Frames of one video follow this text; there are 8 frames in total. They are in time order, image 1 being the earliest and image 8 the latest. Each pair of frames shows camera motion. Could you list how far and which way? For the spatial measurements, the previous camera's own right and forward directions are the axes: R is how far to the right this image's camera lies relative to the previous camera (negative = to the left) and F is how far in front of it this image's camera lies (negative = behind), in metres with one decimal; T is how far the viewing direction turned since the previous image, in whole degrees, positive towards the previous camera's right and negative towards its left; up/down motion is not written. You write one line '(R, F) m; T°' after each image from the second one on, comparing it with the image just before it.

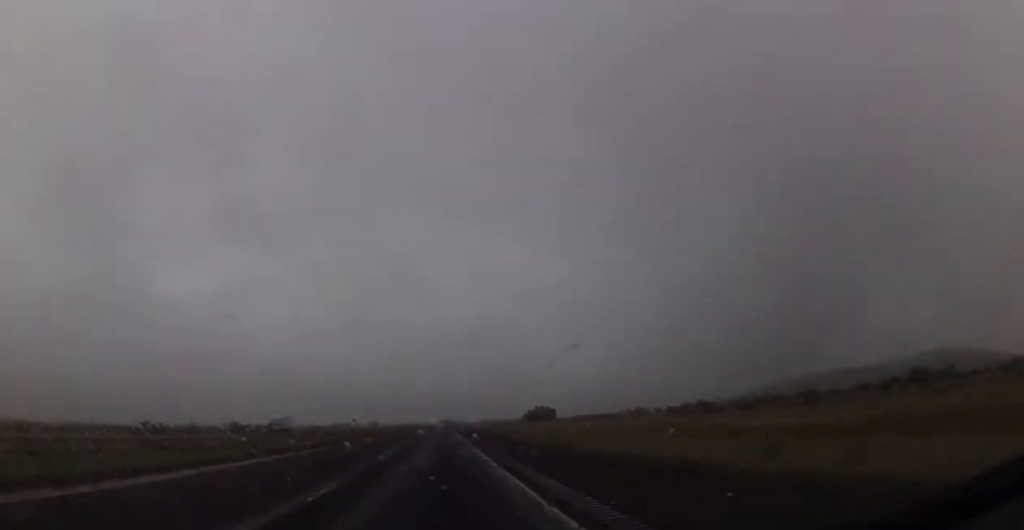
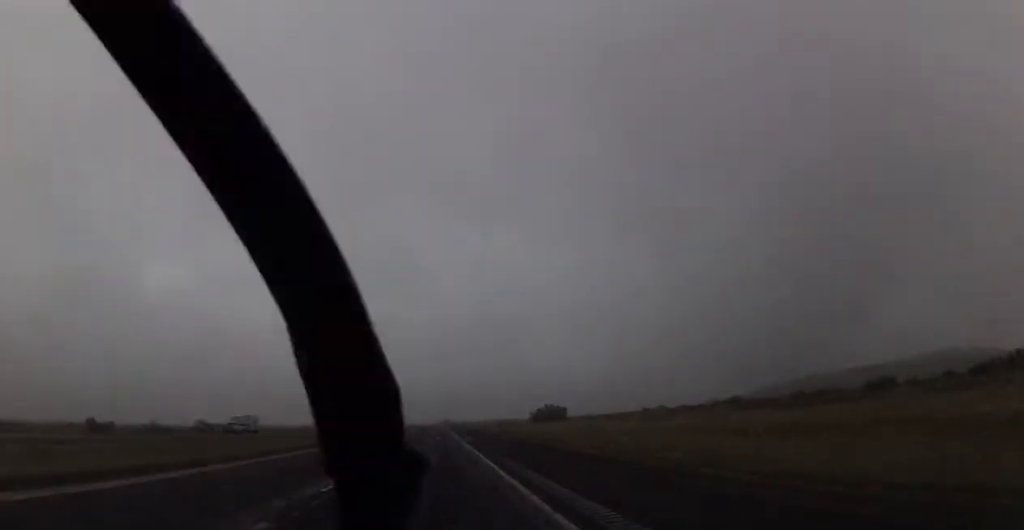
(+0.1, +23.0) m; 0°
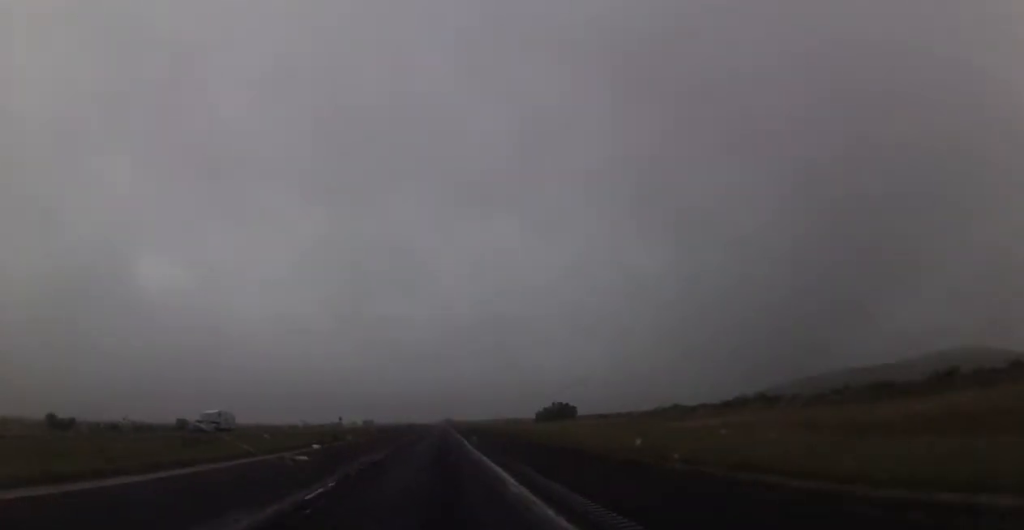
(0.0, +13.8) m; 0°
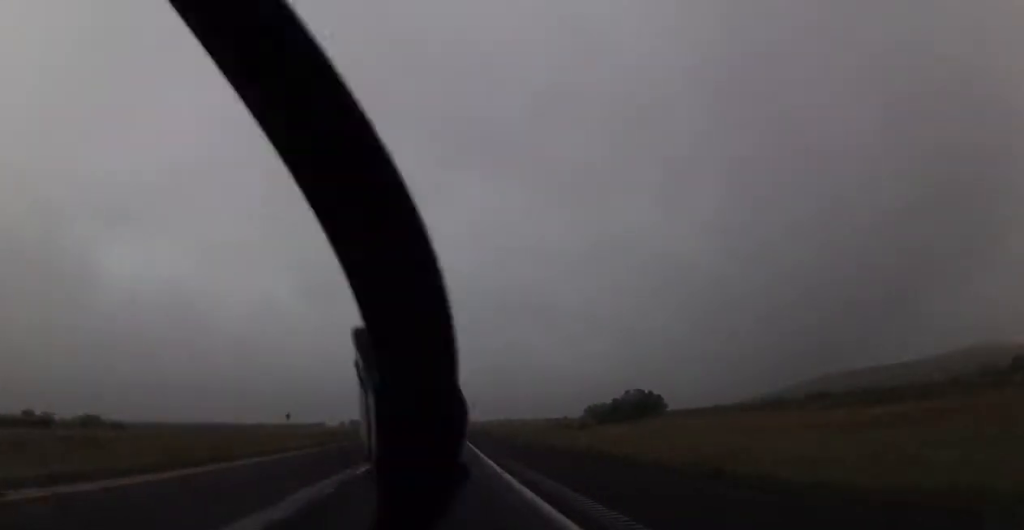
(+0.5, +80.5) m; +1°
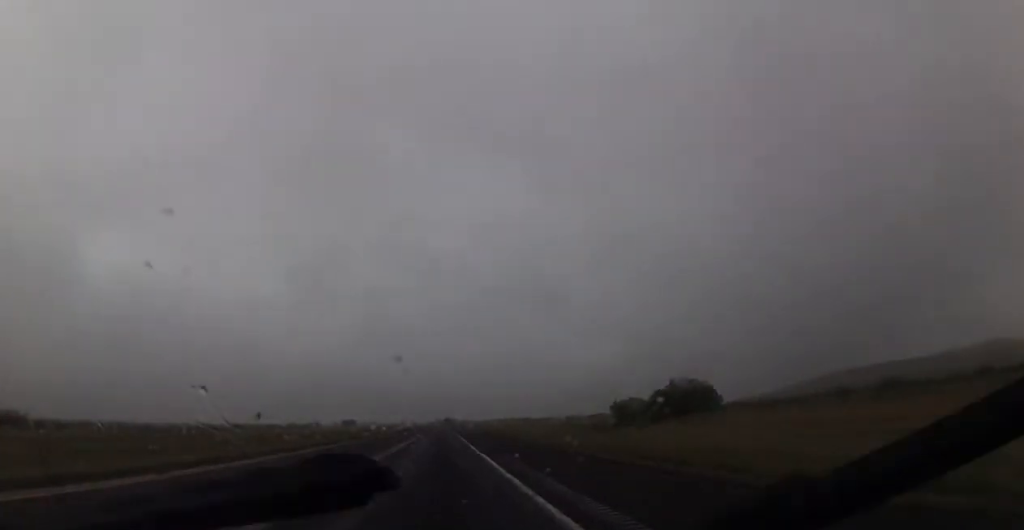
(-0.1, +25.2) m; 0°
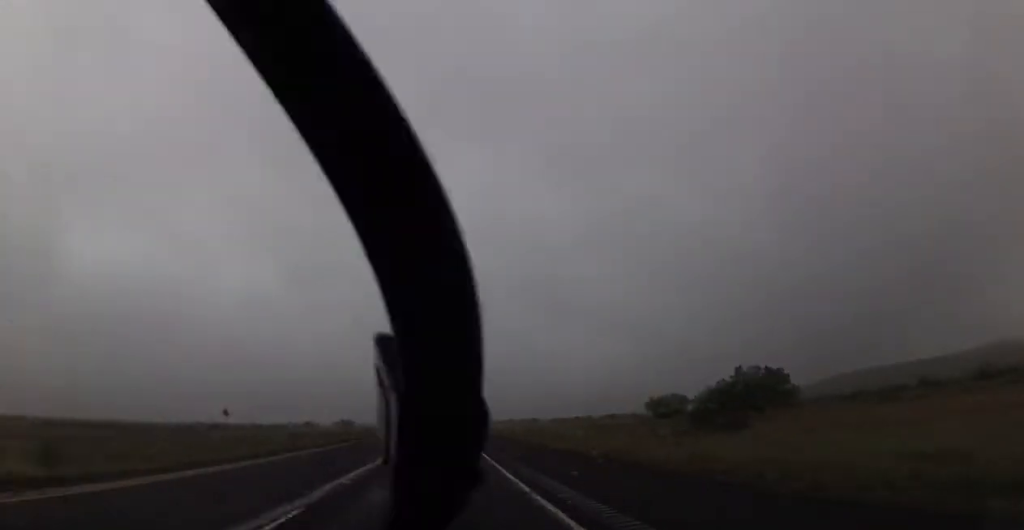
(0.0, +21.7) m; 0°
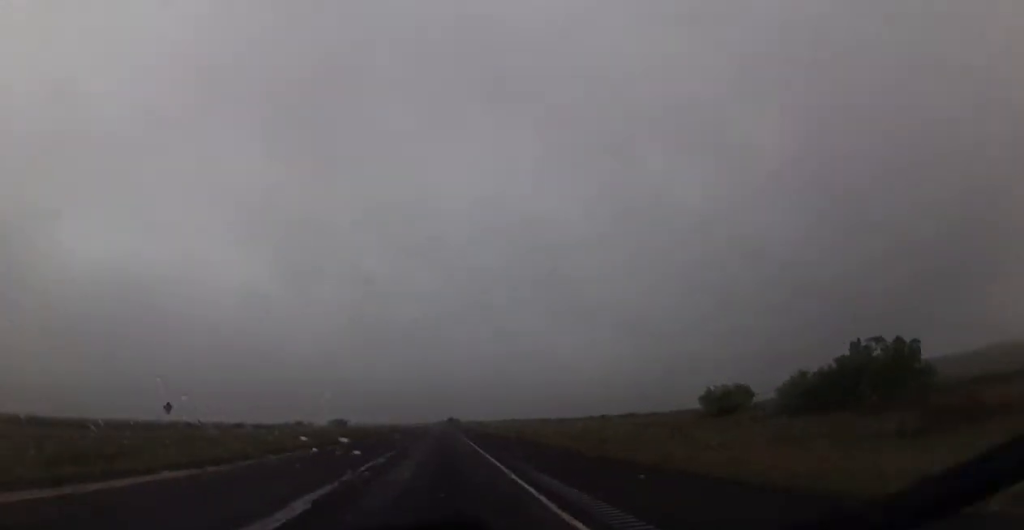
(0.0, +24.0) m; 0°
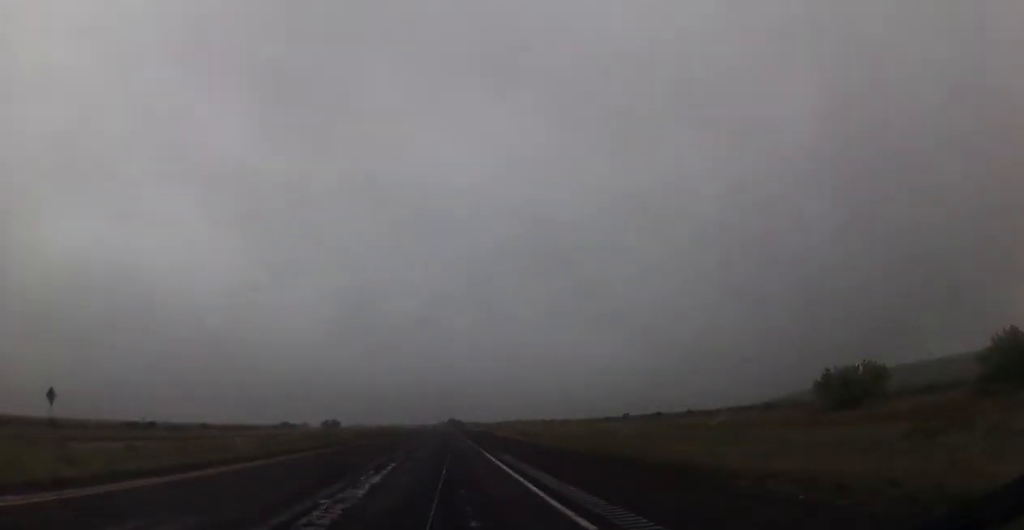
(-0.4, +28.6) m; 0°
